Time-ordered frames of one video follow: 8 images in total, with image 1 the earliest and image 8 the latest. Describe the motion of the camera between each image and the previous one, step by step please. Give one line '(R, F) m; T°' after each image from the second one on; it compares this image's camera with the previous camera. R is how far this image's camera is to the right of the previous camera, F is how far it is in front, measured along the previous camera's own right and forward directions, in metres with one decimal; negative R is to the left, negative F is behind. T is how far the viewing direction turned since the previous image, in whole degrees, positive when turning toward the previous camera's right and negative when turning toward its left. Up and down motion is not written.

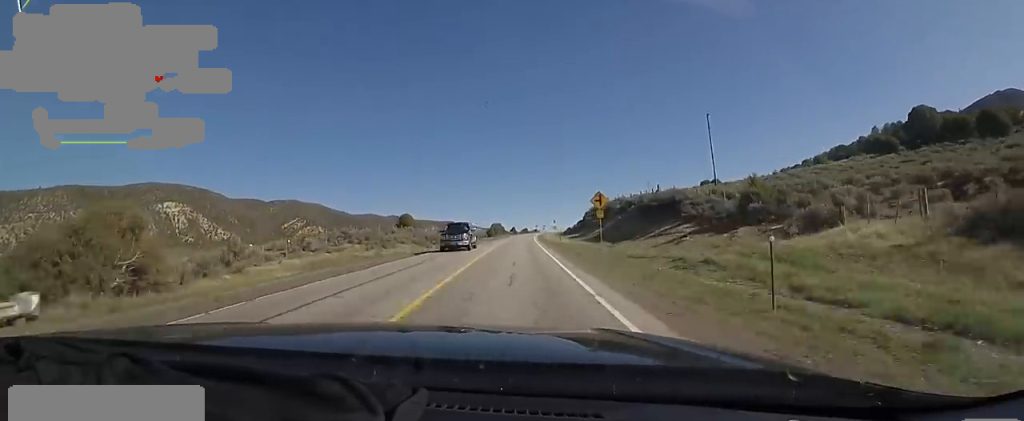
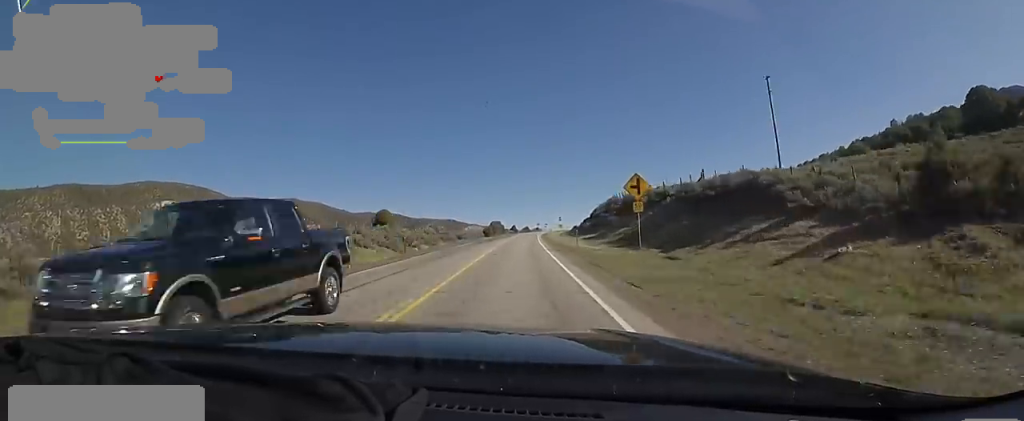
(-0.3, +13.2) m; 0°
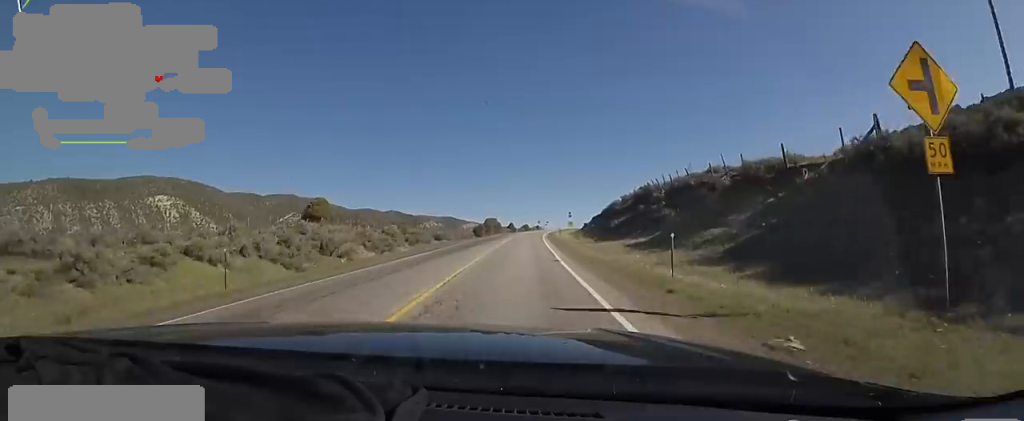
(+0.5, +21.4) m; +1°
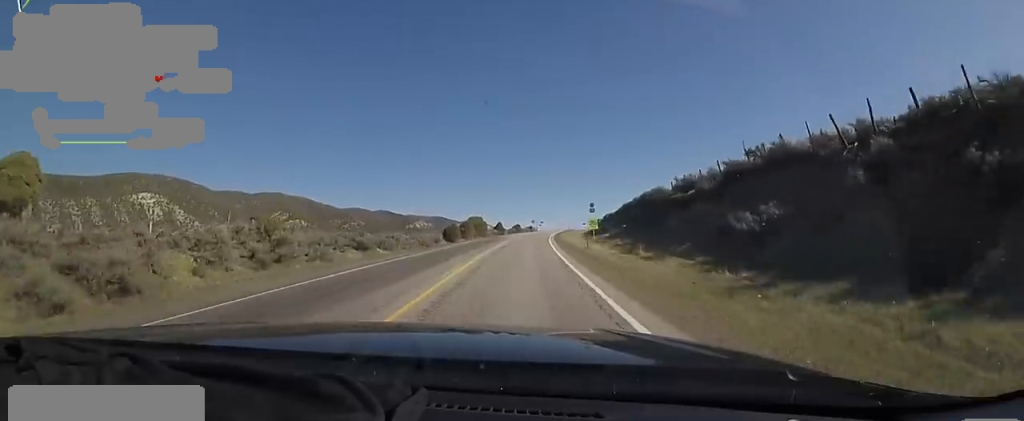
(+0.4, +29.8) m; +1°
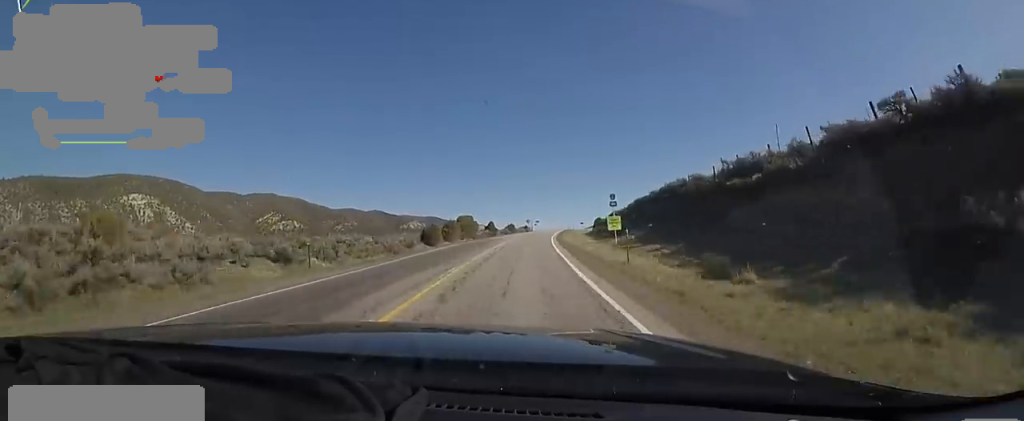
(0.0, +12.4) m; 0°
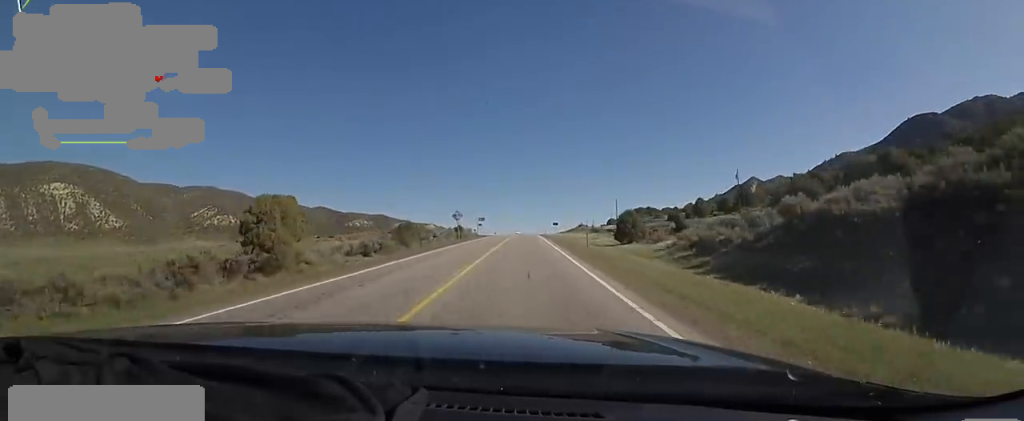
(+3.1, +82.7) m; +5°
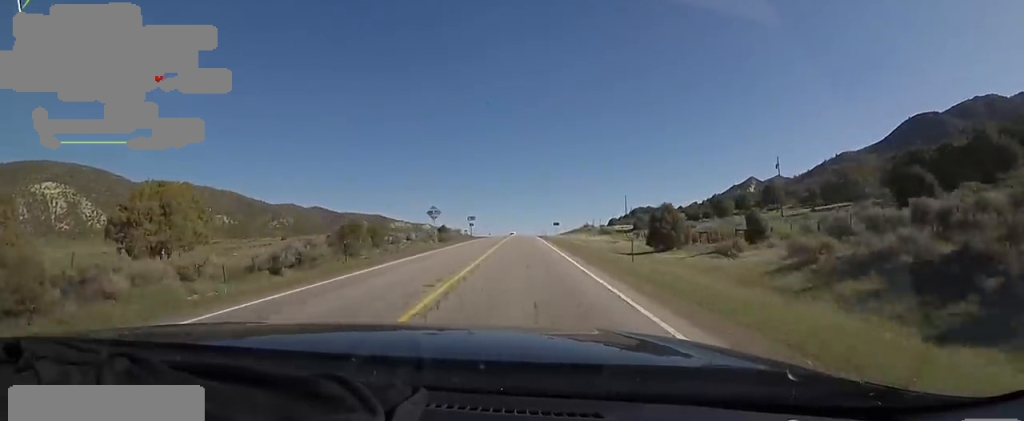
(+0.1, +15.2) m; 0°
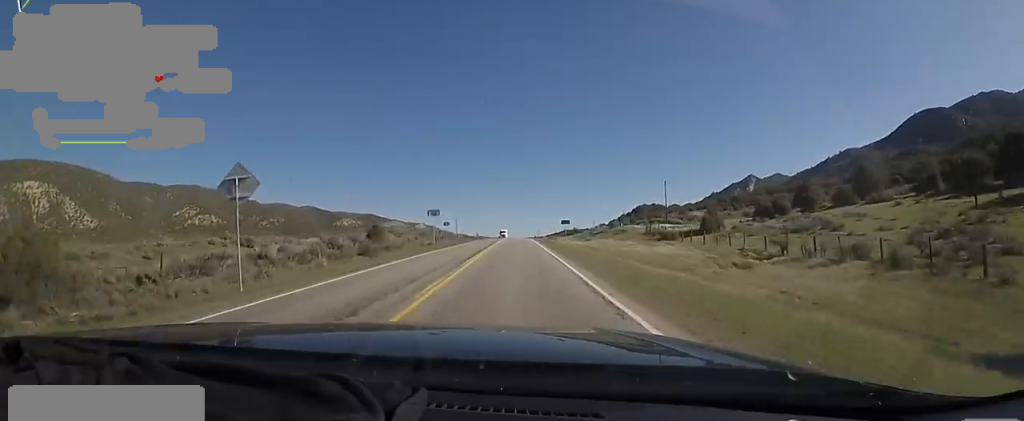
(-0.7, +34.7) m; 0°
